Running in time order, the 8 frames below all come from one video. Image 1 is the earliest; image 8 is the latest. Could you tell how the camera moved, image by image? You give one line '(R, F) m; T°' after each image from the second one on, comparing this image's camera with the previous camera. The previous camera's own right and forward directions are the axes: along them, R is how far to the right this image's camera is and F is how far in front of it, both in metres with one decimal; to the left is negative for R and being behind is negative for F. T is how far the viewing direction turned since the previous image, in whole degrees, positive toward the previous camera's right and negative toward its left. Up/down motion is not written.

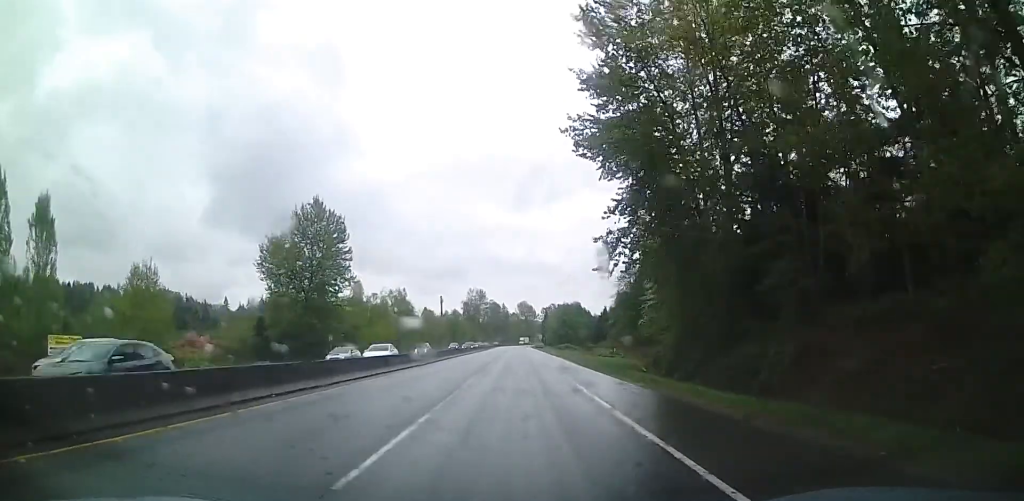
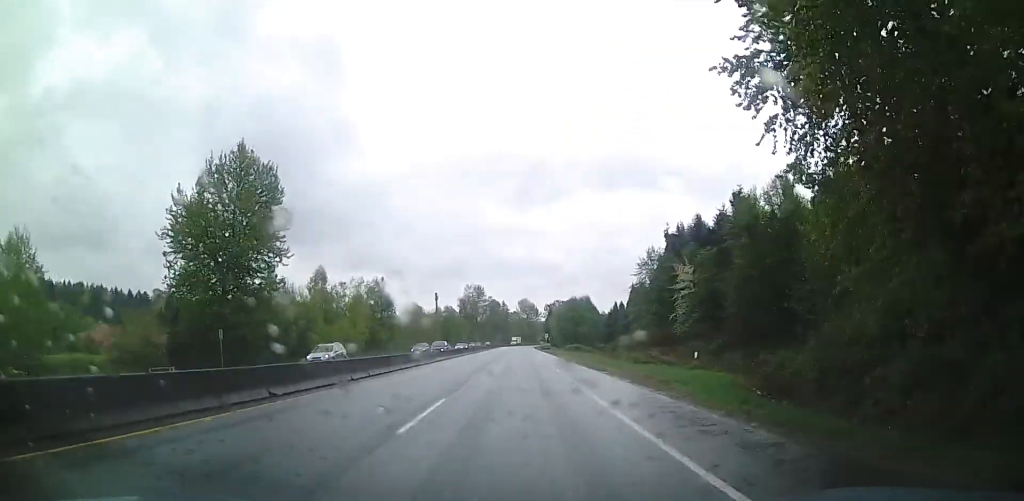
(+0.1, +22.5) m; 0°
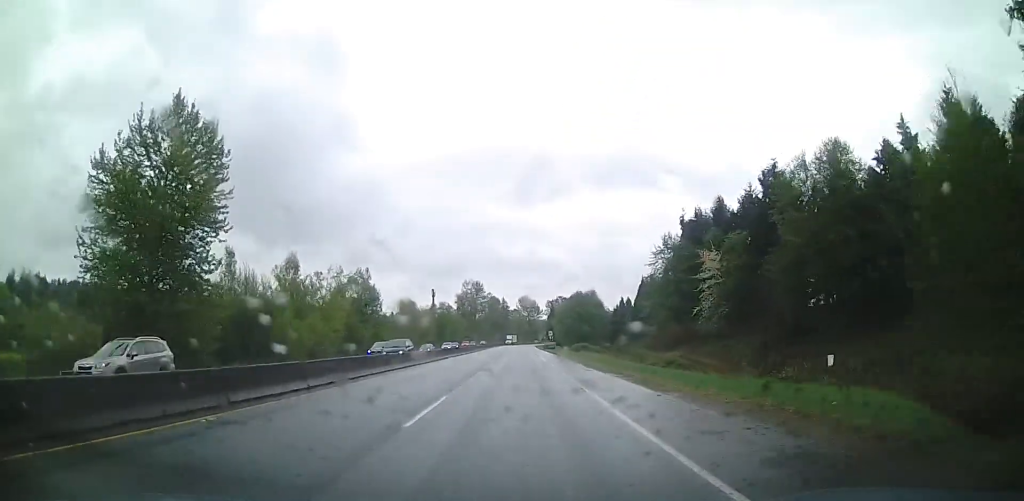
(-0.2, +12.1) m; -1°
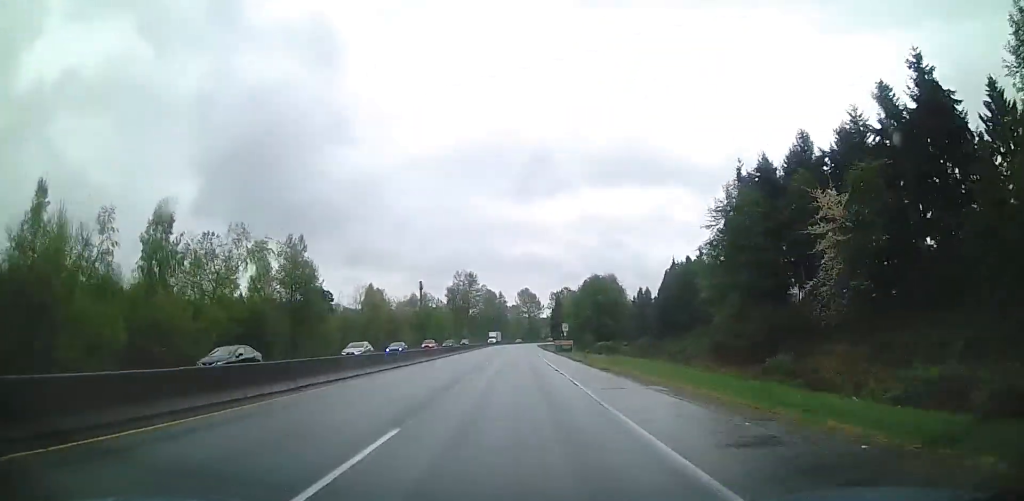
(-0.1, +32.1) m; 0°
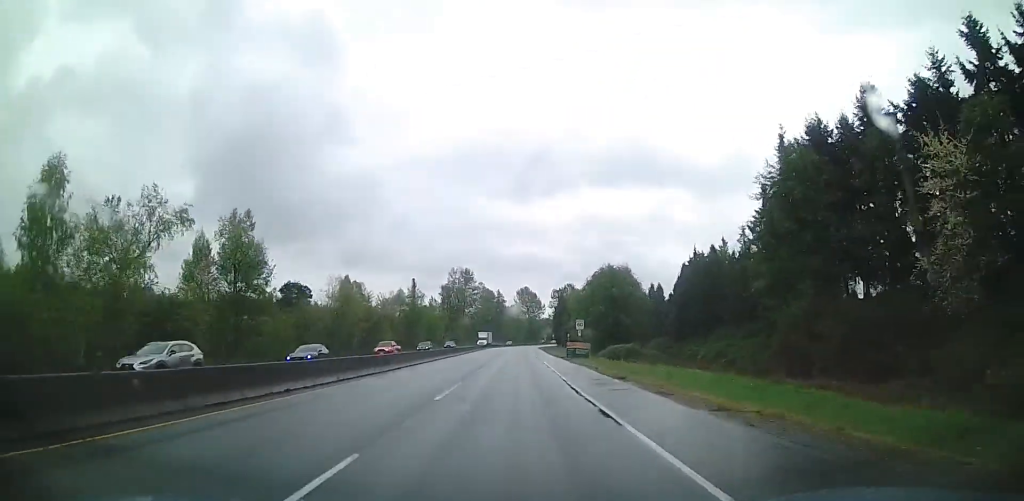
(0.0, +15.5) m; 0°
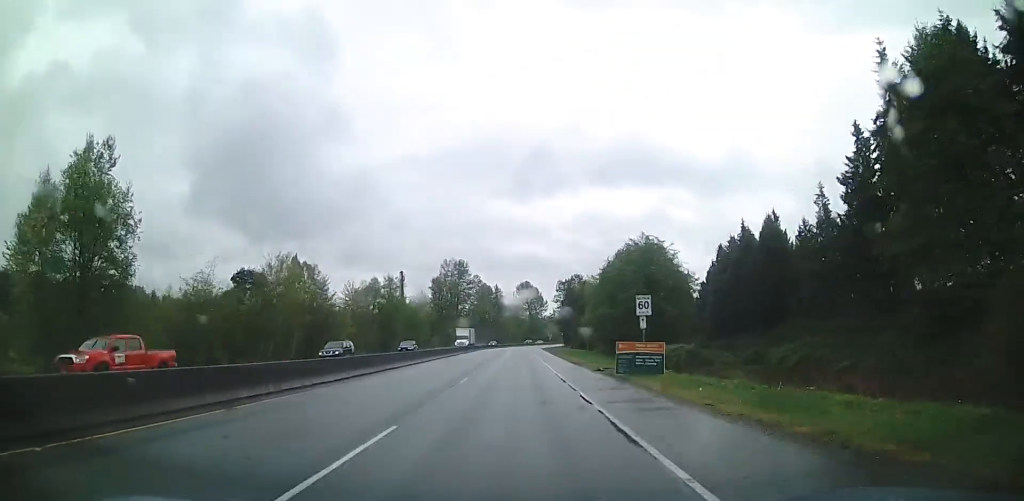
(0.0, +23.9) m; +1°
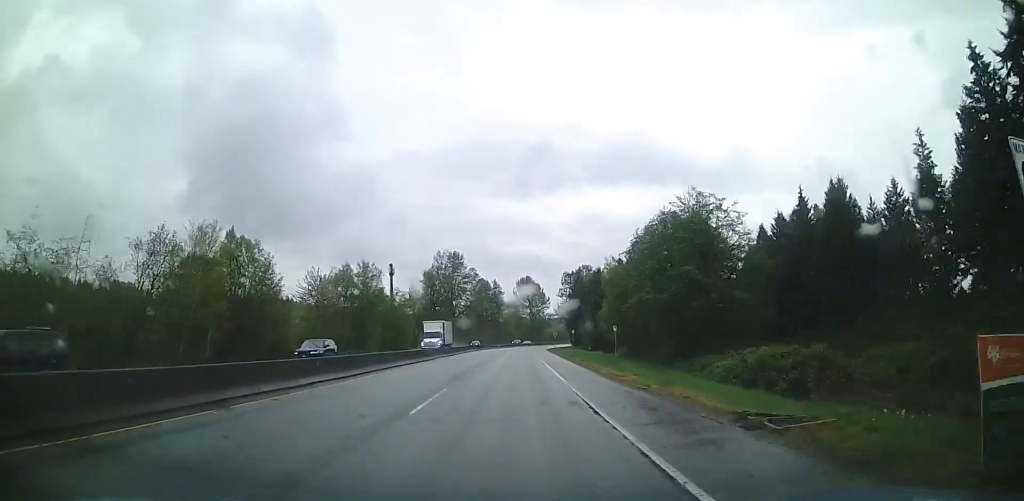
(+0.1, +18.6) m; +1°
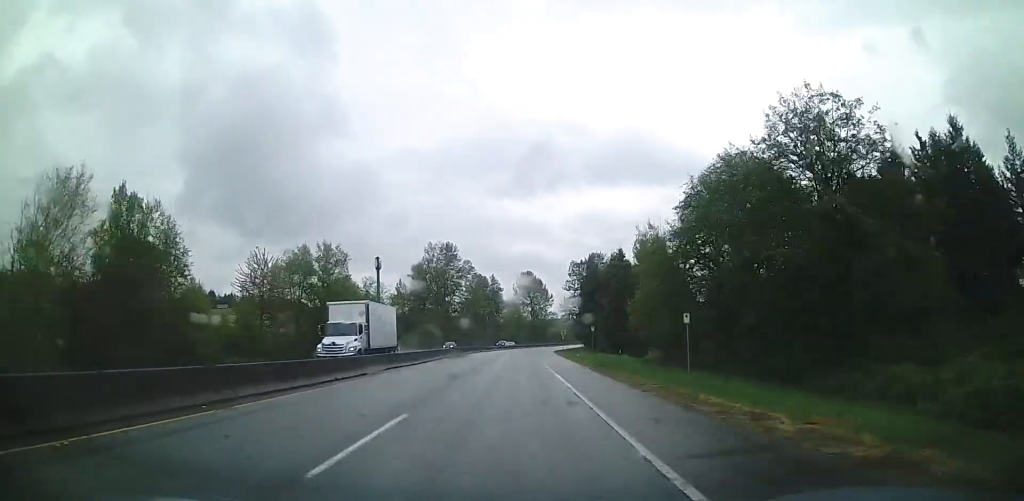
(+0.3, +19.3) m; +1°
